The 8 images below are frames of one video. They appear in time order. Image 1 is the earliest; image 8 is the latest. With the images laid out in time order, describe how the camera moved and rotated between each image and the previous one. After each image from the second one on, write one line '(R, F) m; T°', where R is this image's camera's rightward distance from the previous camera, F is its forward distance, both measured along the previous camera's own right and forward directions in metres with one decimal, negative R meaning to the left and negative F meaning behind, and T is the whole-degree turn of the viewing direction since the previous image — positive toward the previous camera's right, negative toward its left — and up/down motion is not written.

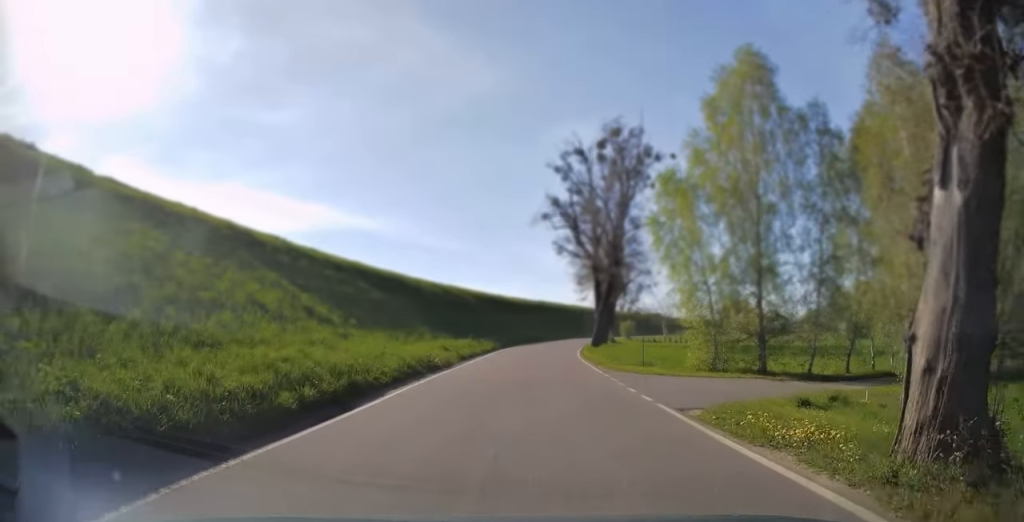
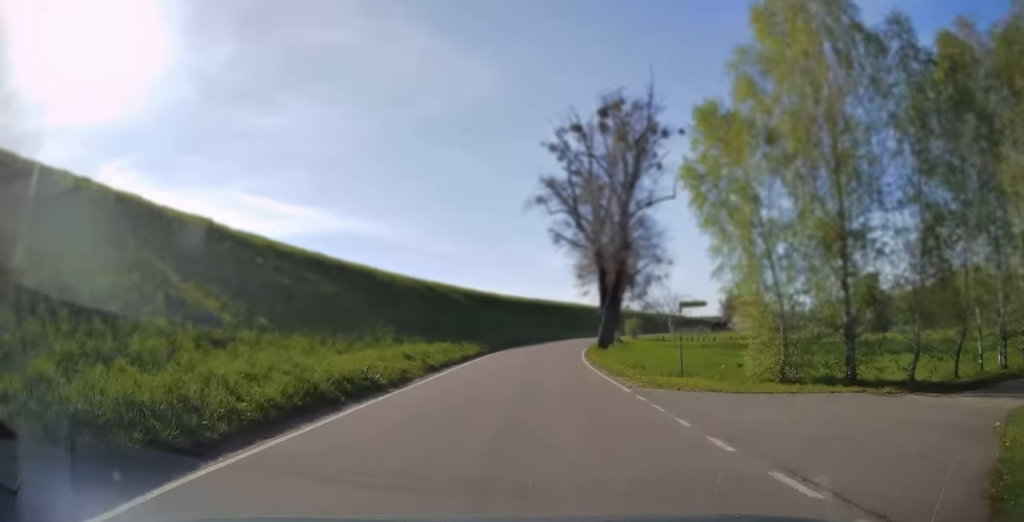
(-0.2, +7.7) m; 0°
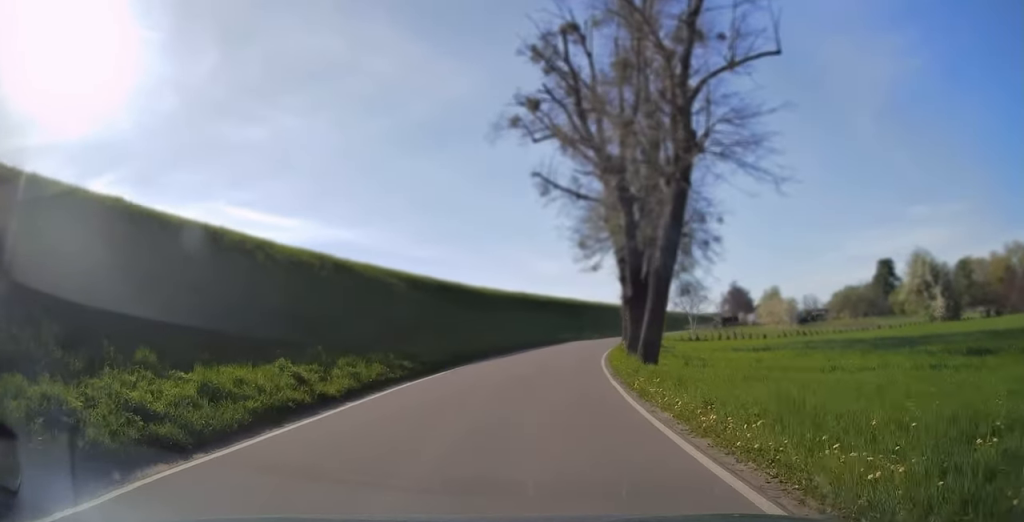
(+0.4, +20.3) m; +2°
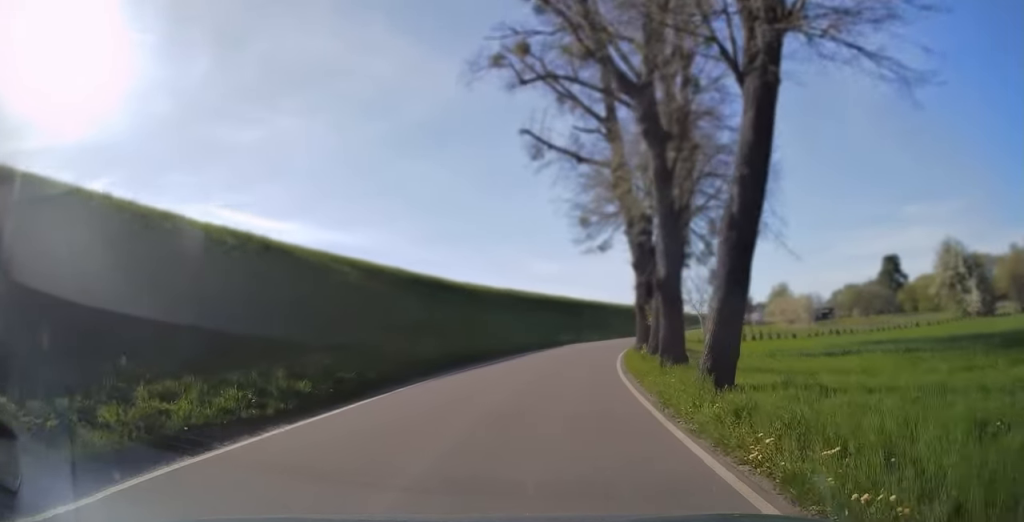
(0.0, +8.0) m; 0°
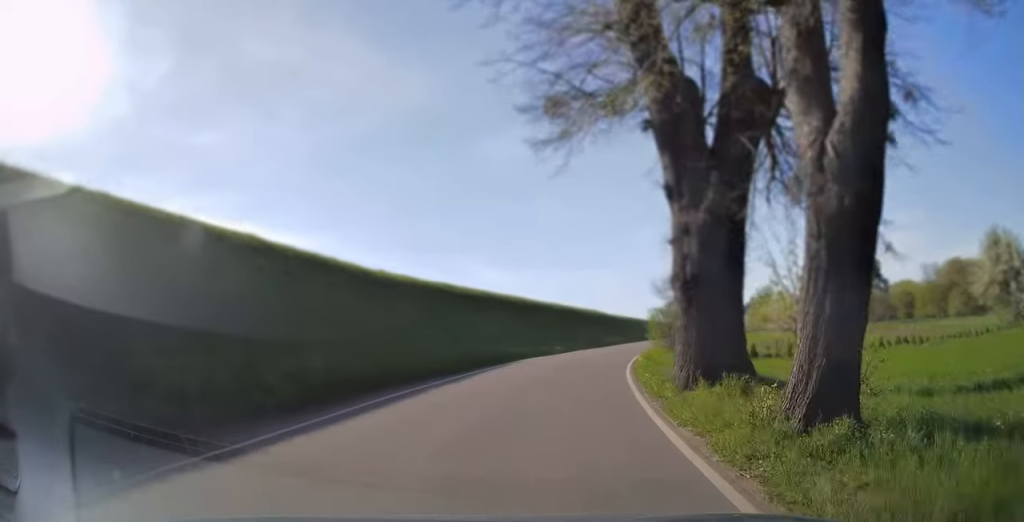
(+0.3, +16.2) m; +4°
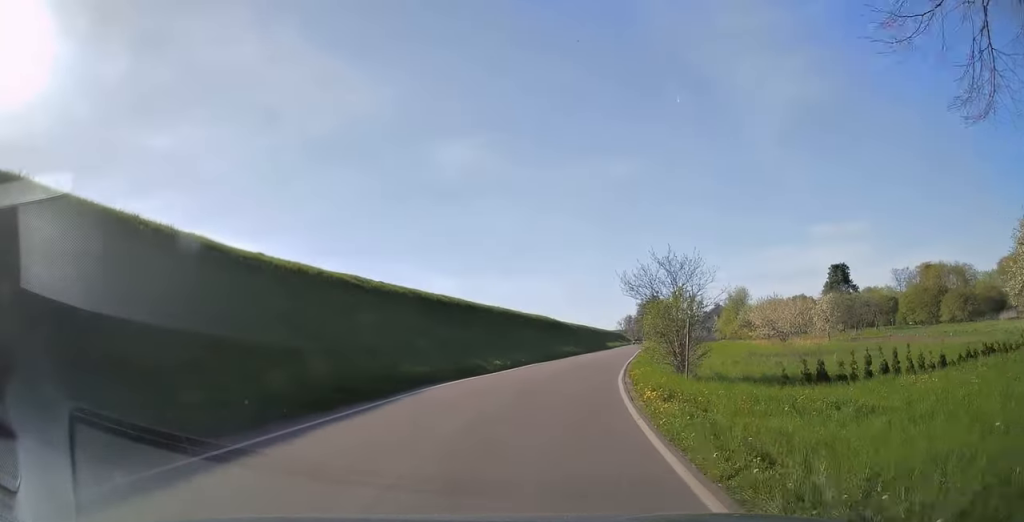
(+0.4, +11.7) m; +4°
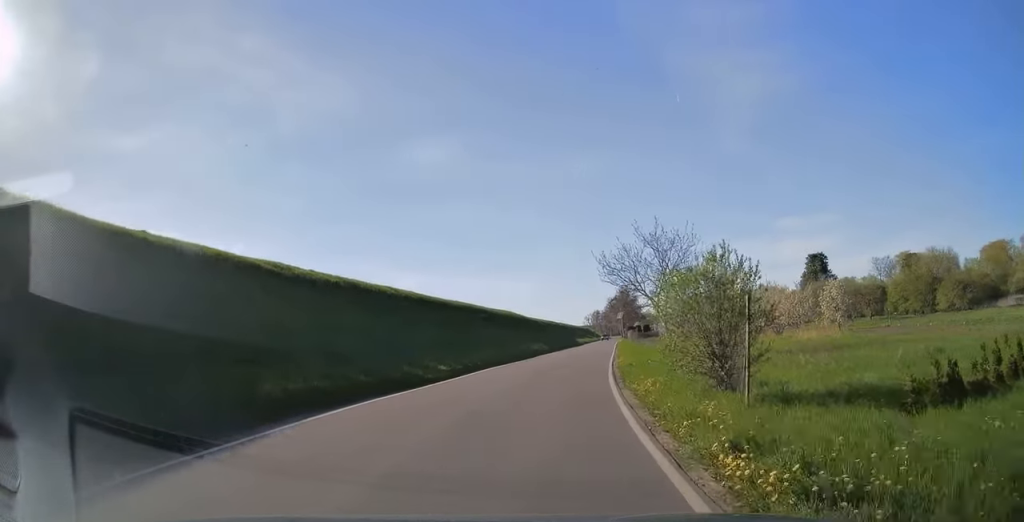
(+0.2, +7.5) m; +4°
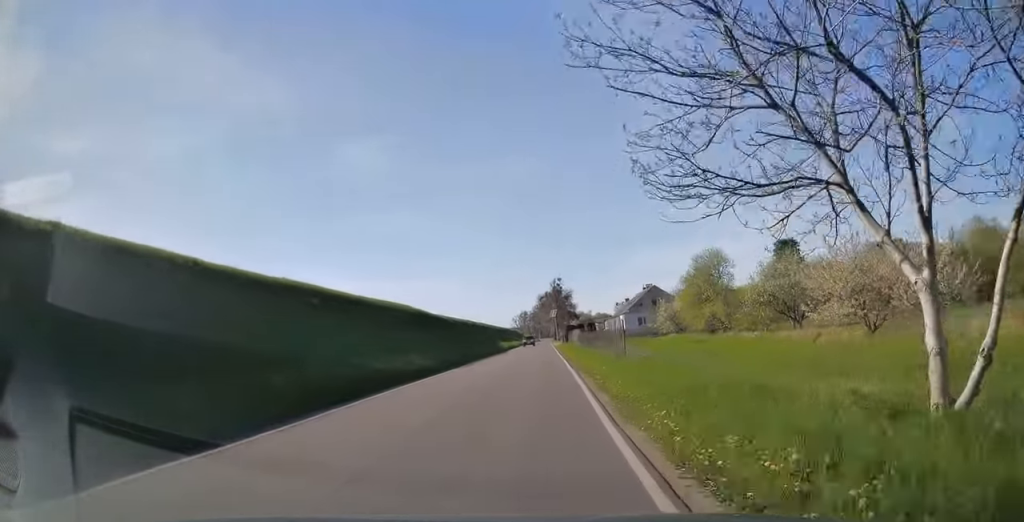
(+2.2, +28.6) m; +6°
